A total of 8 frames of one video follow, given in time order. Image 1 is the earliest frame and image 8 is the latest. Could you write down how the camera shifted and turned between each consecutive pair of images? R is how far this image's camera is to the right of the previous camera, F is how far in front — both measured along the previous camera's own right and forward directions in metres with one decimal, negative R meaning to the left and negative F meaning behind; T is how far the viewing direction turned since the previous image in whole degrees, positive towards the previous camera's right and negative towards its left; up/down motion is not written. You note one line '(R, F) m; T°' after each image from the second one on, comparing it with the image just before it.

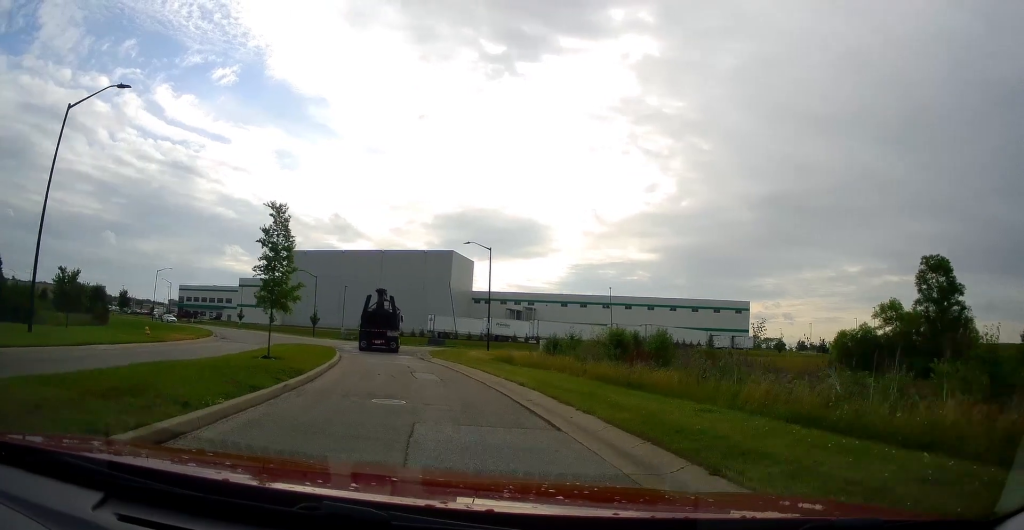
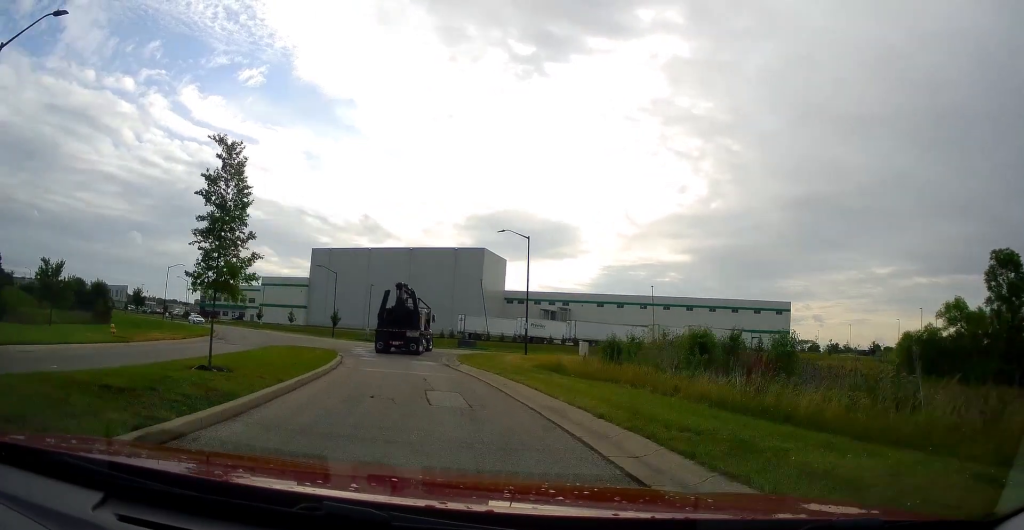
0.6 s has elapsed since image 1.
(-0.2, +6.0) m; -3°
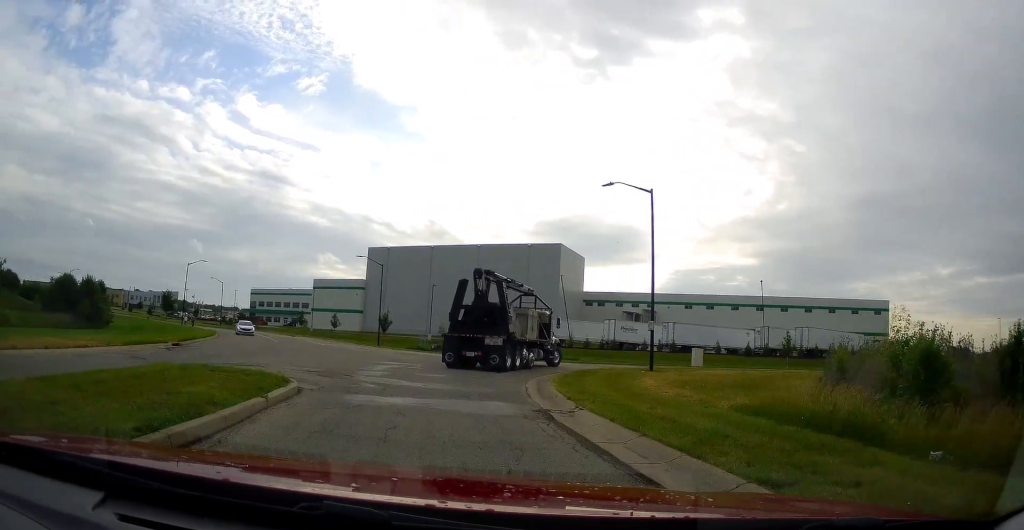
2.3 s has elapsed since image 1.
(-0.9, +14.8) m; -4°
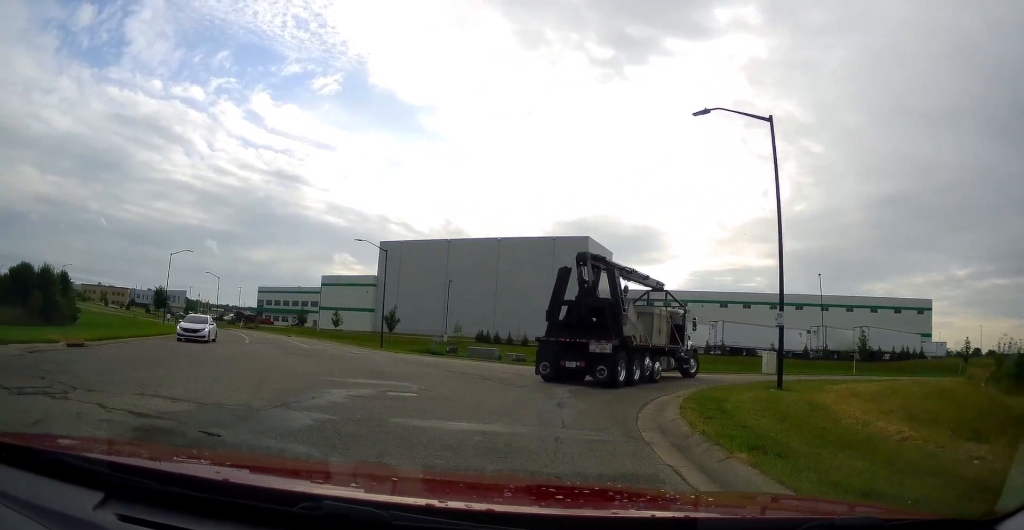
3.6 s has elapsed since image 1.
(+0.2, +9.6) m; +1°
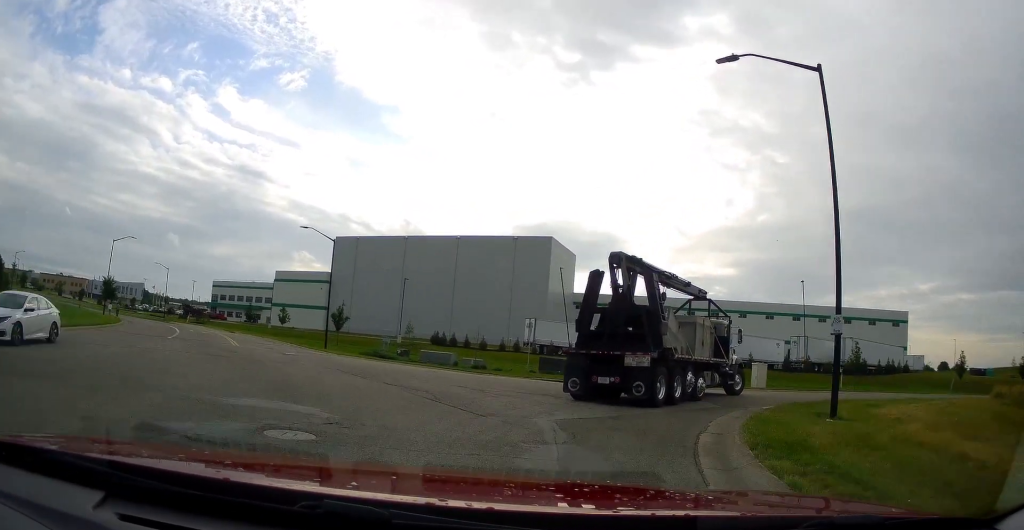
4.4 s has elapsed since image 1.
(0.0, +4.8) m; +1°
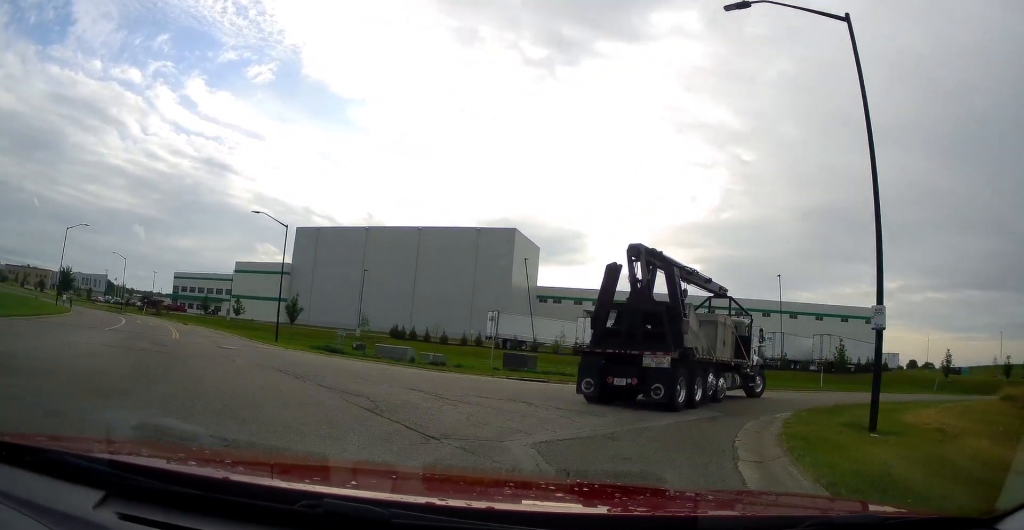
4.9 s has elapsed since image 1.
(-0.1, +2.8) m; +3°
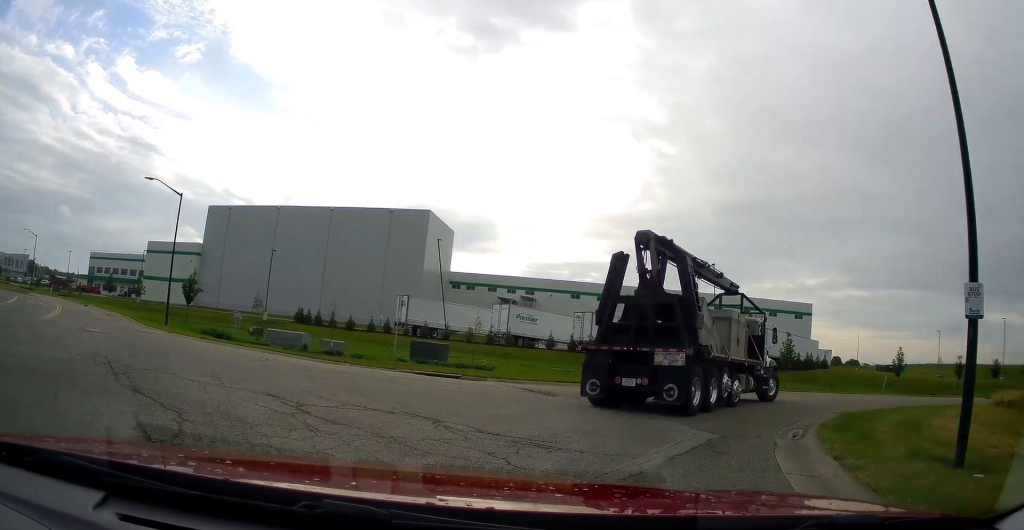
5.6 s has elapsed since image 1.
(+0.3, +4.0) m; +8°
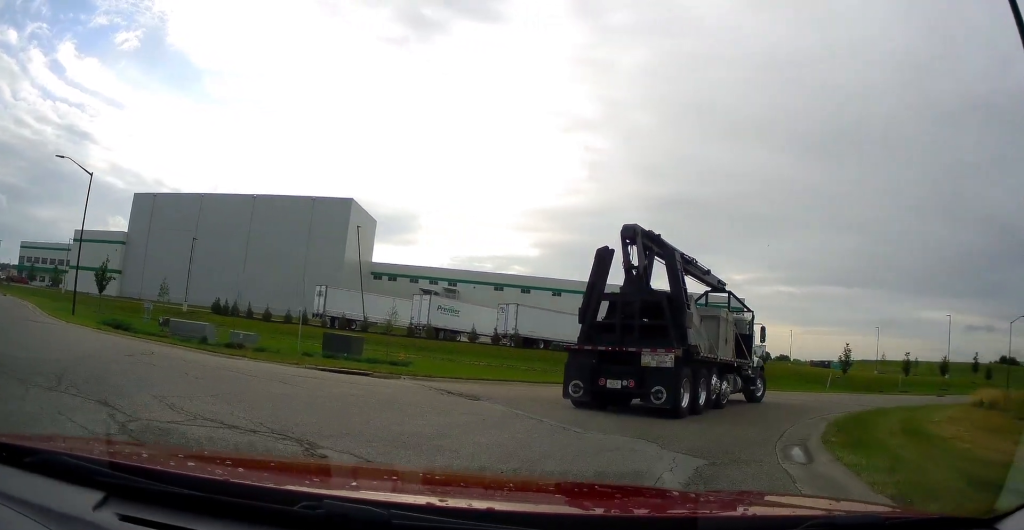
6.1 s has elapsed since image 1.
(+0.1, +2.5) m; +7°
